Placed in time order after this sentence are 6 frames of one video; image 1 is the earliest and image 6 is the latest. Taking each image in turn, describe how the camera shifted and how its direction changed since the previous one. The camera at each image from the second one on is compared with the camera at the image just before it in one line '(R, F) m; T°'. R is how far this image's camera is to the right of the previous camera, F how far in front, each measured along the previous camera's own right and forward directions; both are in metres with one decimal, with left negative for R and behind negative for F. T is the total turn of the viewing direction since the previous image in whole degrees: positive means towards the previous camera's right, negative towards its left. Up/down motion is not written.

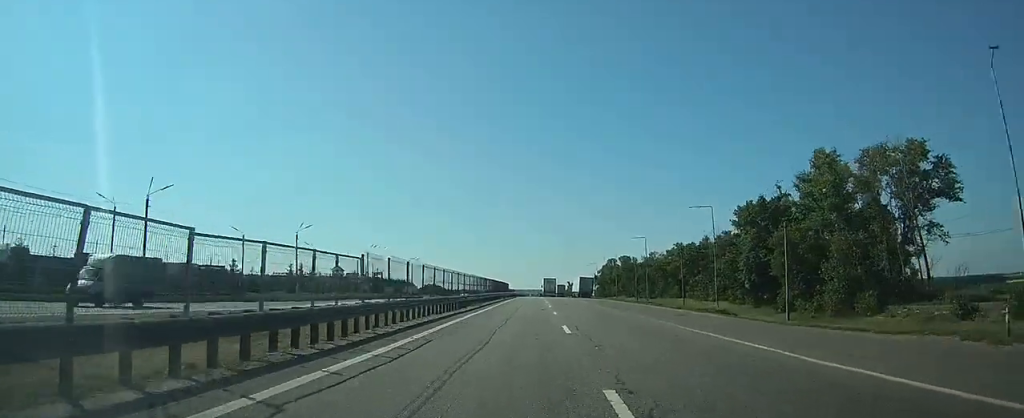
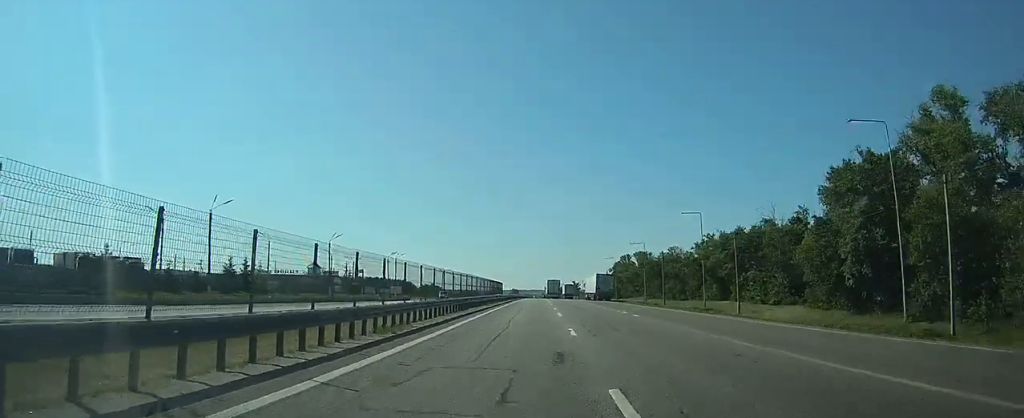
(0.0, +23.3) m; 0°
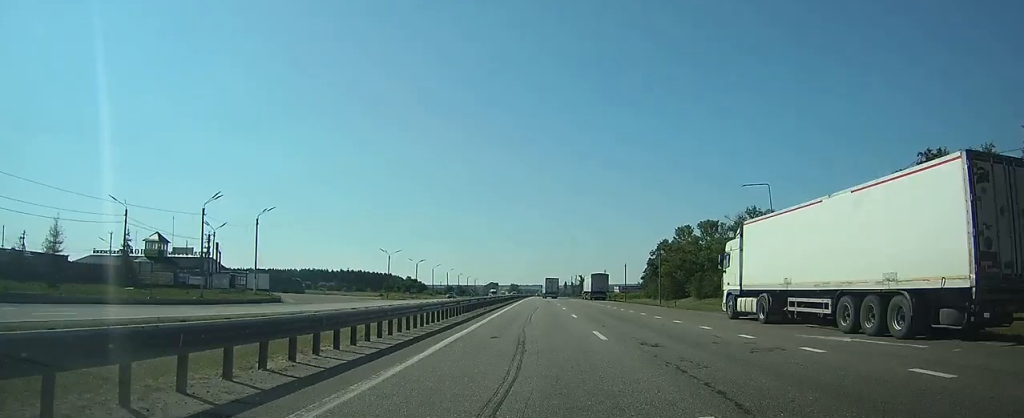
(0.0, +71.1) m; 0°
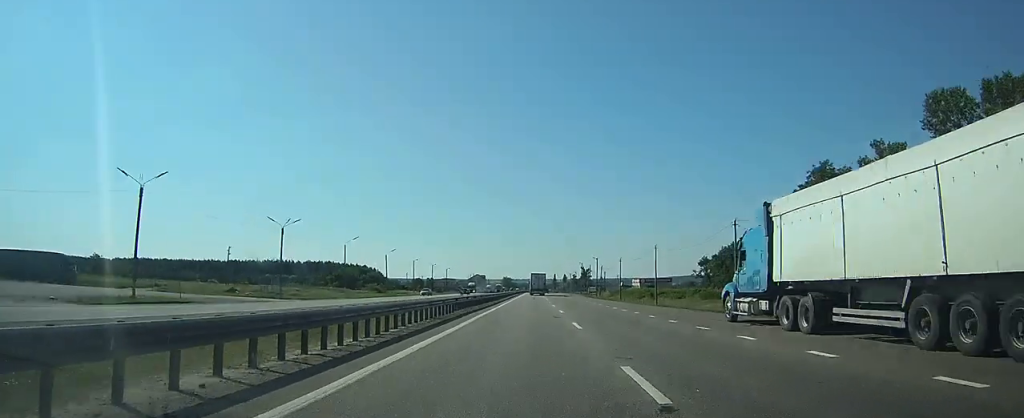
(+3.7, +76.7) m; +4°
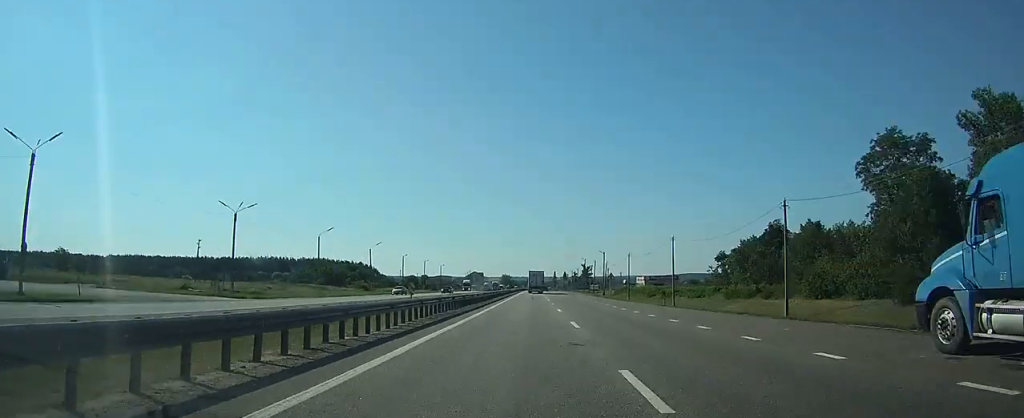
(0.0, +11.7) m; -1°
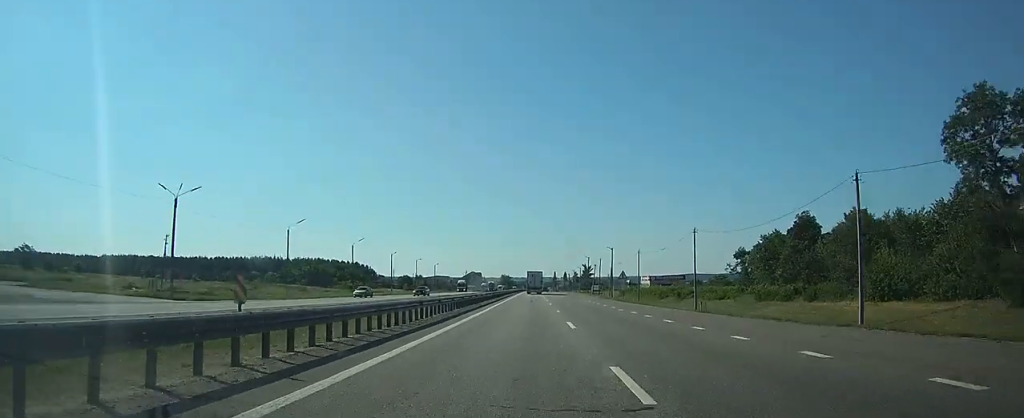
(+0.2, +10.9) m; -1°
